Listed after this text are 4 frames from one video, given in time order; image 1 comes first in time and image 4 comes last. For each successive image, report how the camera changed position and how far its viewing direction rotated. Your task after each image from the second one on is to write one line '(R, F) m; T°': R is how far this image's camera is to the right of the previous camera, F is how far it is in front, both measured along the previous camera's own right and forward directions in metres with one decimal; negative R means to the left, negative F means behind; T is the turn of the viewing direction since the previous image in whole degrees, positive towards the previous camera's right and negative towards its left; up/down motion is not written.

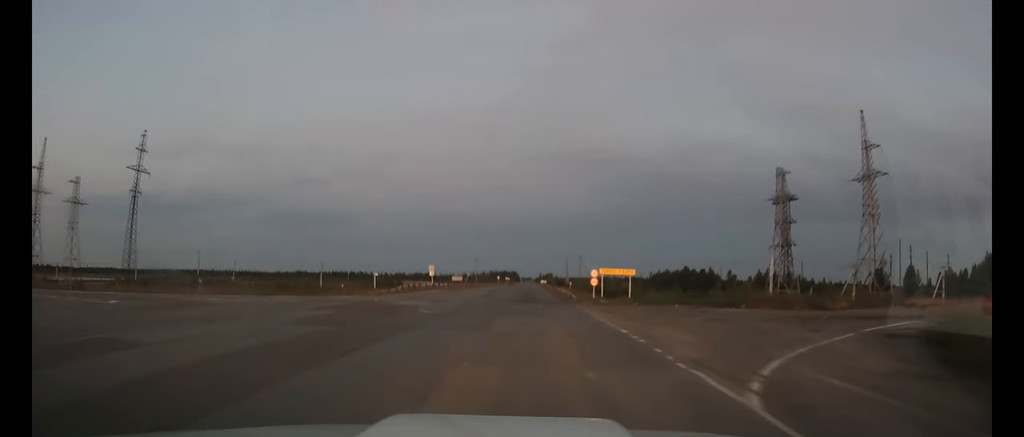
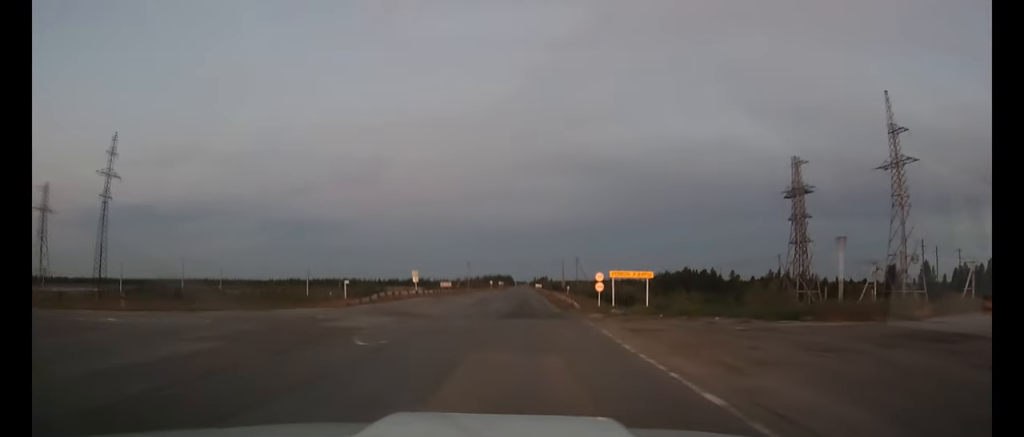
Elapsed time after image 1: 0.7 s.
(0.0, +8.3) m; 0°
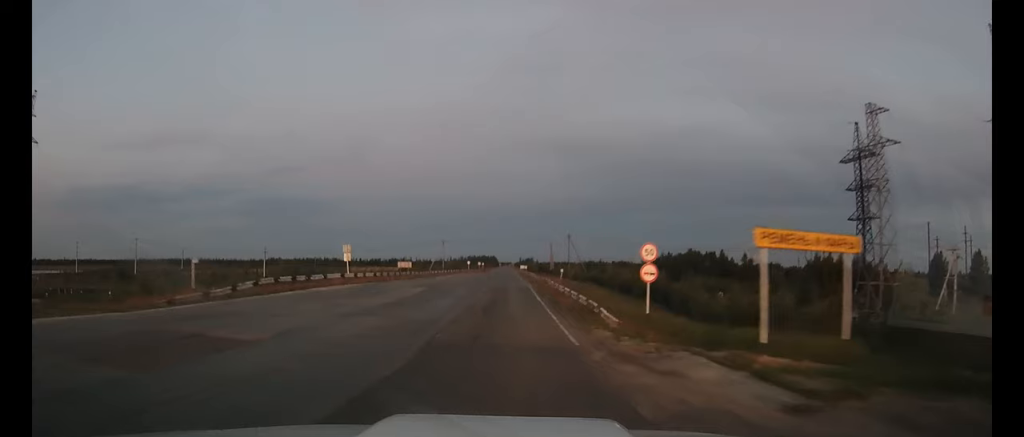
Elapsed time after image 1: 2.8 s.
(+0.3, +23.9) m; +1°
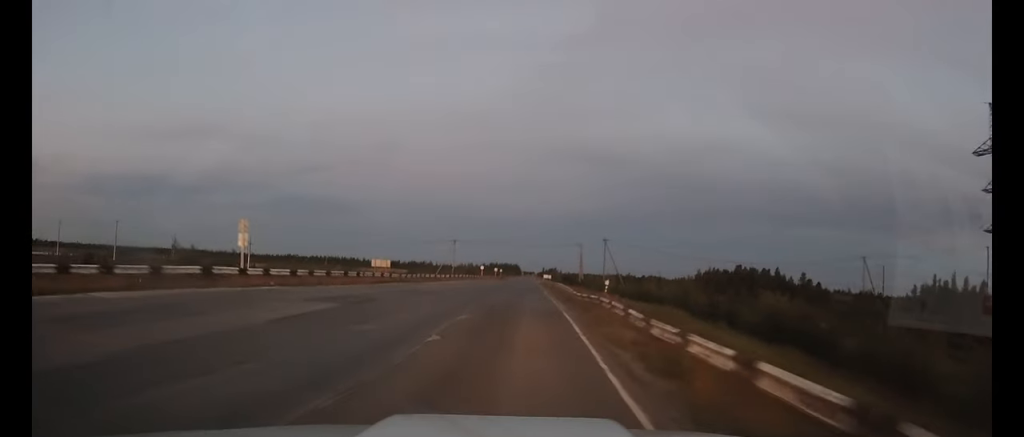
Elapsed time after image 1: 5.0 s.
(-0.2, +24.7) m; -2°
